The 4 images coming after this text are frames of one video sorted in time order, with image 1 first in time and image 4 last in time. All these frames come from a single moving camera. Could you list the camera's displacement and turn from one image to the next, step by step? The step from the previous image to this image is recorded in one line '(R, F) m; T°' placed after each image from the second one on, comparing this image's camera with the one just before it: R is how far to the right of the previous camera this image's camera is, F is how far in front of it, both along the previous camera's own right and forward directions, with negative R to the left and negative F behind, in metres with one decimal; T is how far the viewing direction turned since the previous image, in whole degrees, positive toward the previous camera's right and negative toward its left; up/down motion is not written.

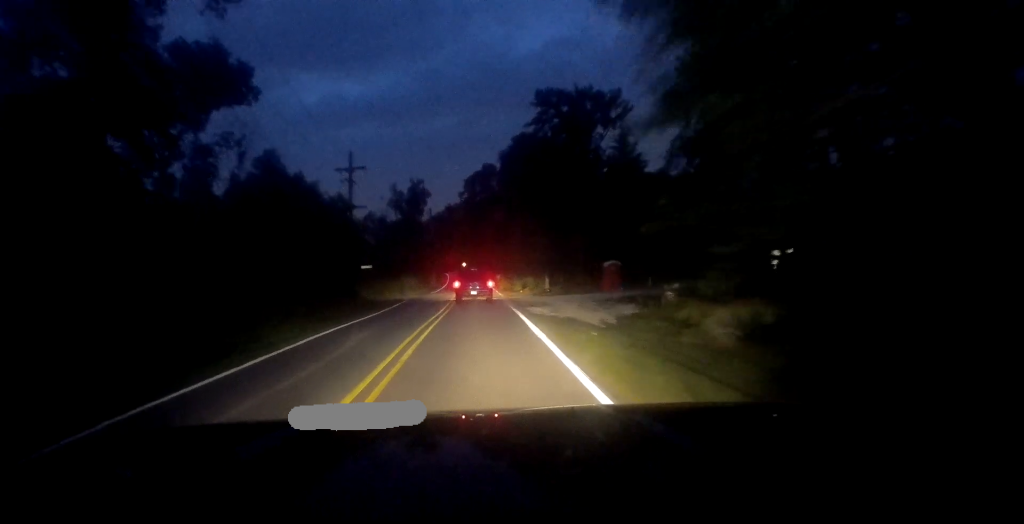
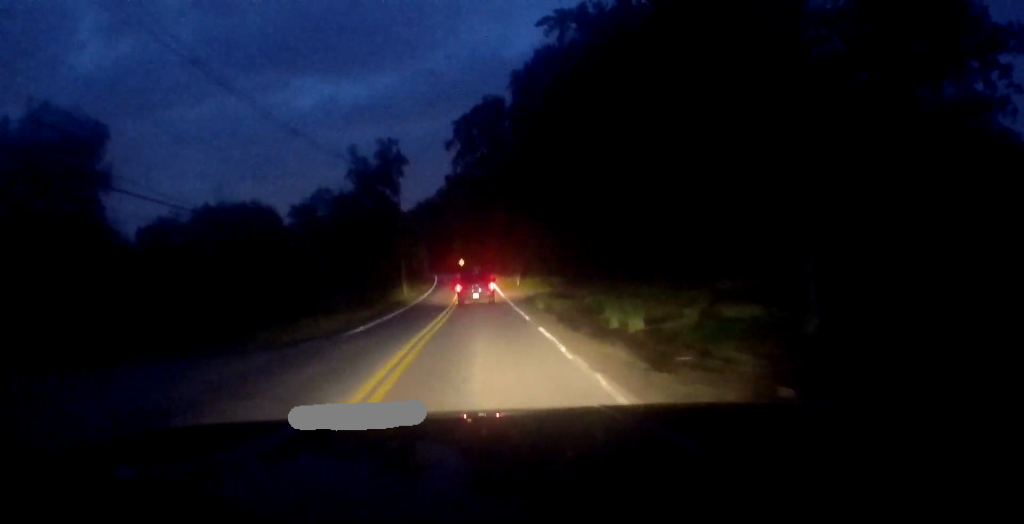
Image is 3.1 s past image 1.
(+1.1, +38.2) m; 0°
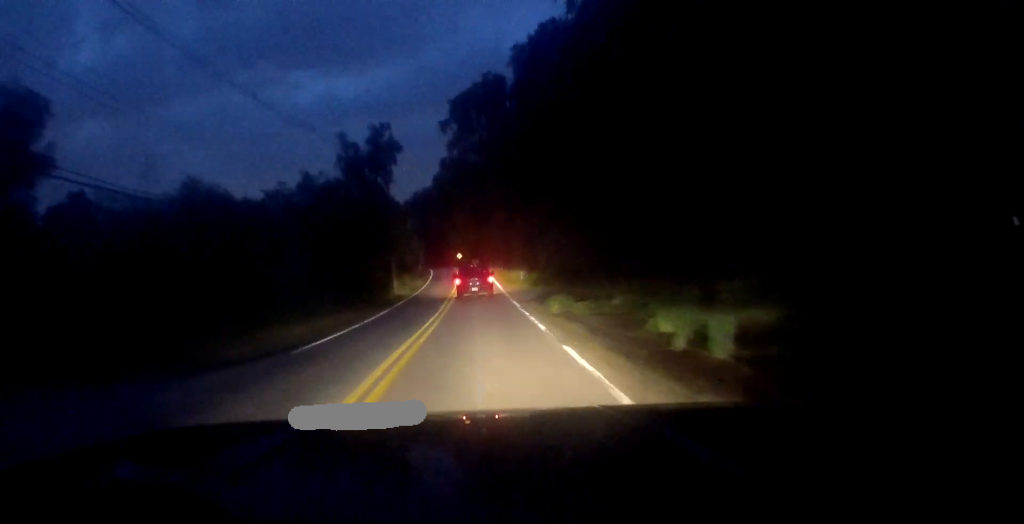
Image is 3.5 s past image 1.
(-0.1, +5.3) m; 0°
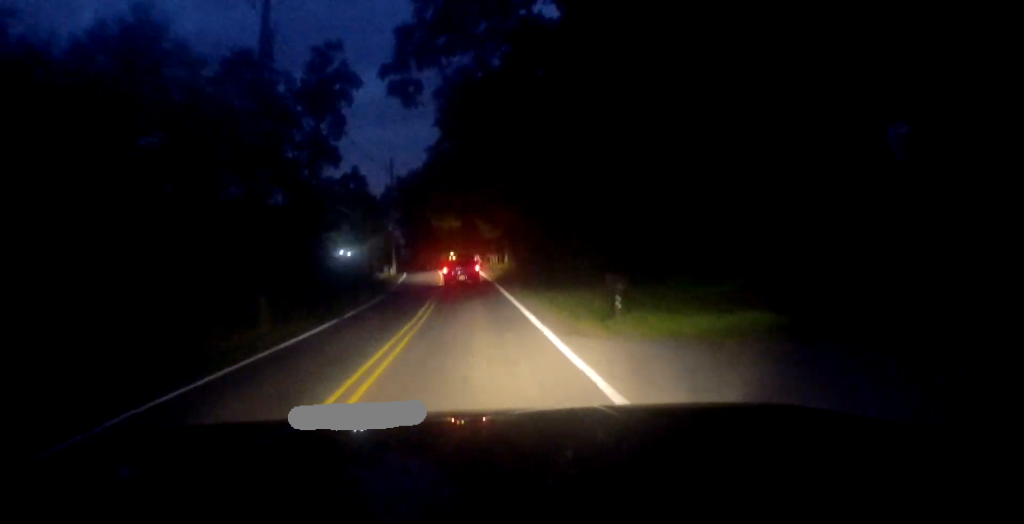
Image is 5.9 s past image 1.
(0.0, +29.2) m; -1°
